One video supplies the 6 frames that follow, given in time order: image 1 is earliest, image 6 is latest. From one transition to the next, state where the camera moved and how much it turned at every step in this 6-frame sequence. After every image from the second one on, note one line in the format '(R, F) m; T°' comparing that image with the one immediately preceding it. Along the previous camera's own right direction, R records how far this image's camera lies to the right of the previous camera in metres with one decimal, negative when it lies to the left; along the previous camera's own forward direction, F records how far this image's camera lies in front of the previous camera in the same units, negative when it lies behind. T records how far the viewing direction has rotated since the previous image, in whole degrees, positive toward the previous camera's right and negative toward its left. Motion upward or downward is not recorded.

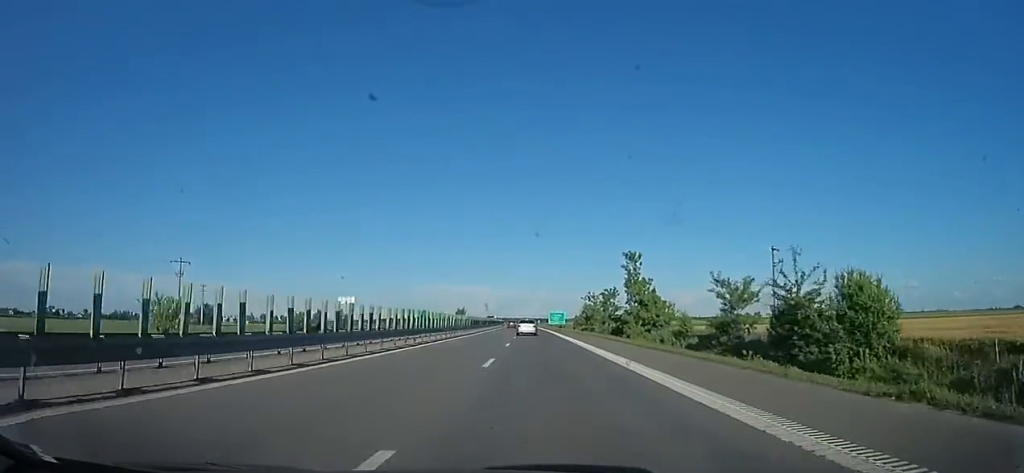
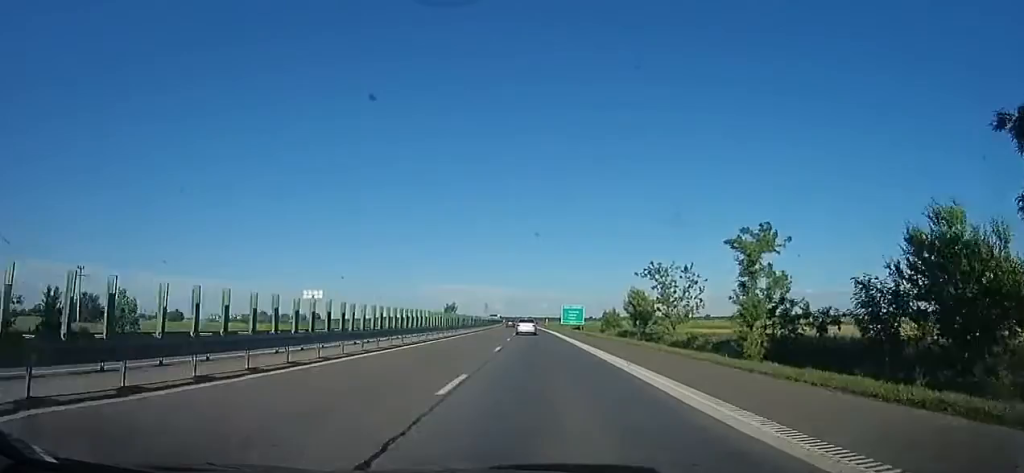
(+0.3, +41.8) m; +1°
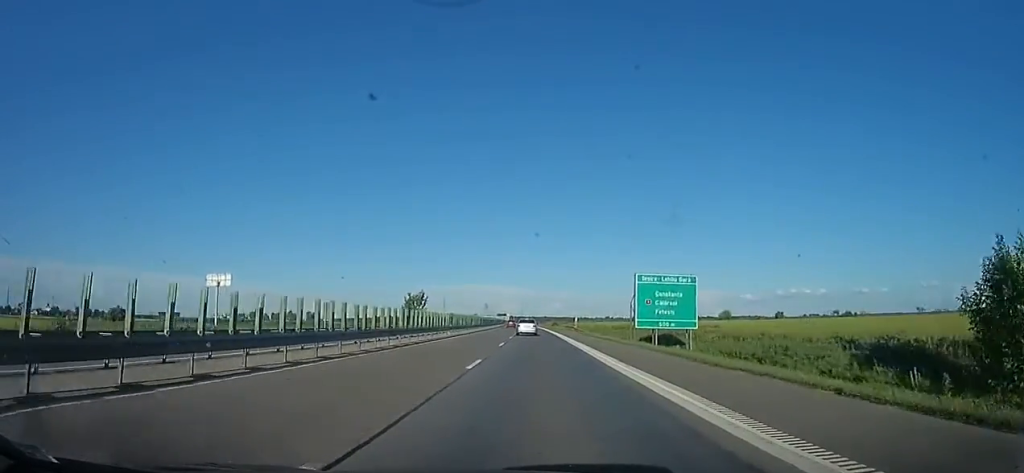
(-4.0, +67.8) m; -5°
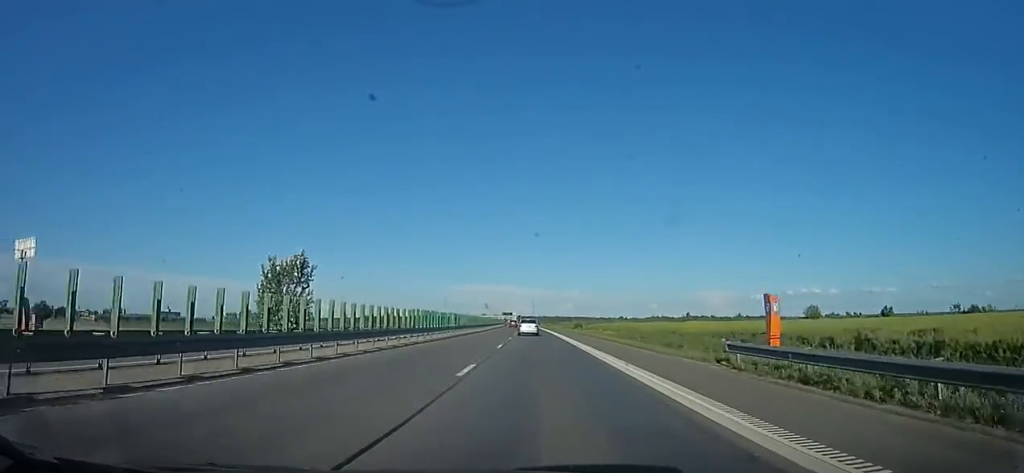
(+2.5, +62.5) m; +1°
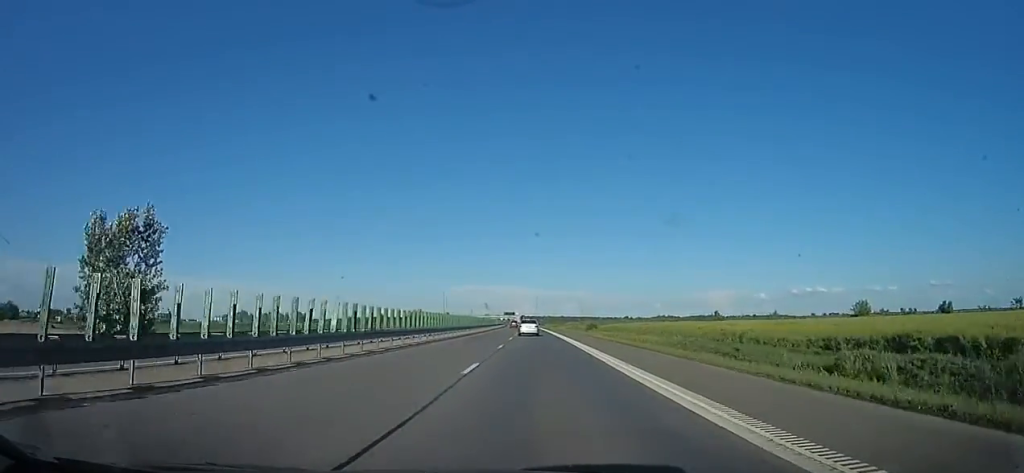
(-0.4, +24.0) m; -1°
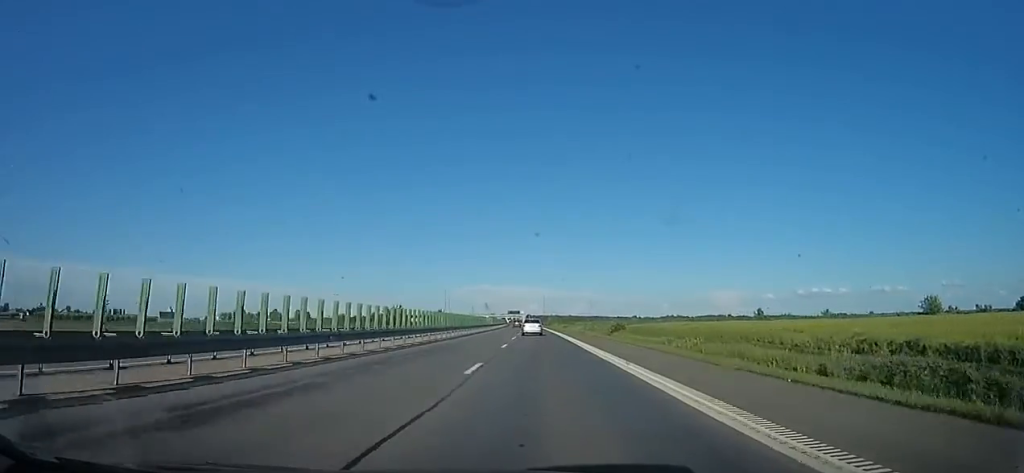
(-0.3, +24.5) m; -1°
